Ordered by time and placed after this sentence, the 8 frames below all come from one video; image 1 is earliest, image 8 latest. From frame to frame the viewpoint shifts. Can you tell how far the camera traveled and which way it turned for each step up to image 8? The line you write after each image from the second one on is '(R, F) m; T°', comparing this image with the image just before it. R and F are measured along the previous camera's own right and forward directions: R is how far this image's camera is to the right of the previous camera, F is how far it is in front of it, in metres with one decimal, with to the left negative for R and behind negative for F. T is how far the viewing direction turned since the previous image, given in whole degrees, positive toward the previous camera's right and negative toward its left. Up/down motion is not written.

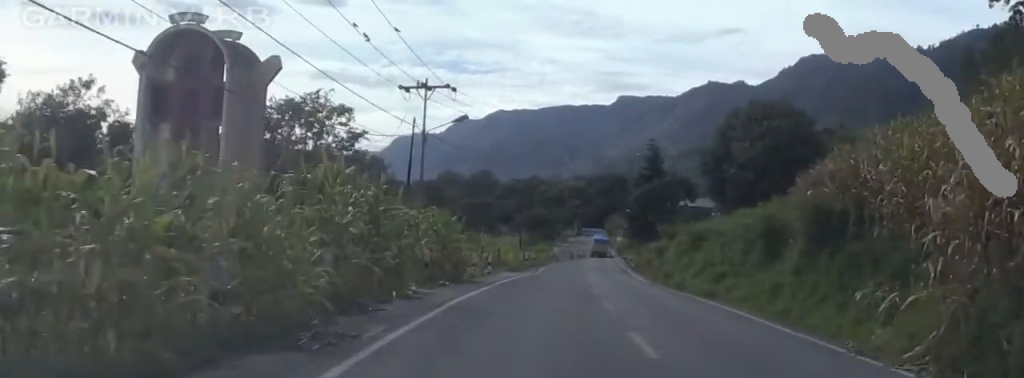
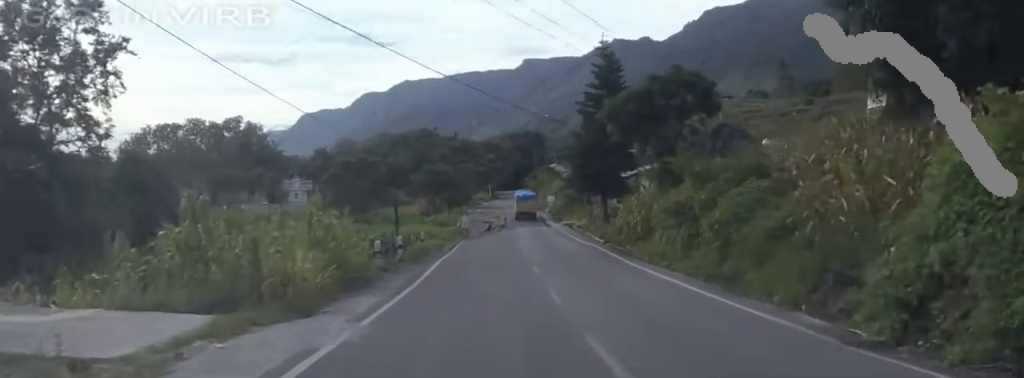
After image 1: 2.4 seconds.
(+1.5, +32.4) m; +9°
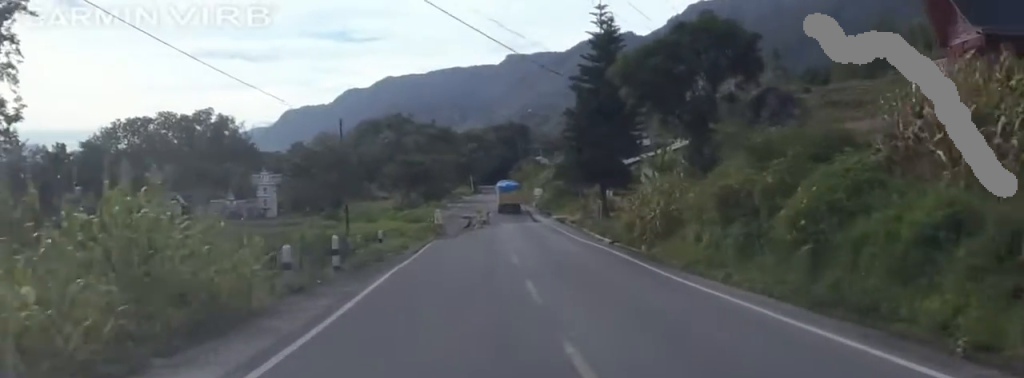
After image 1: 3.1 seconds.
(+0.1, +8.4) m; 0°
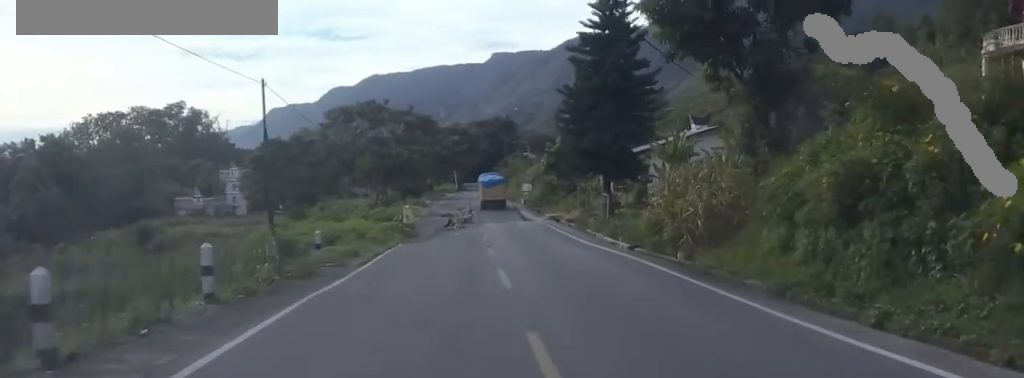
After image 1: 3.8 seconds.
(0.0, +8.1) m; 0°
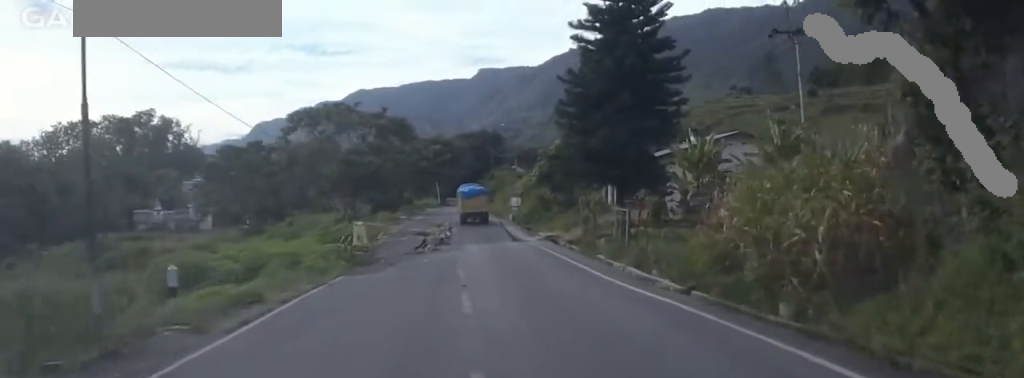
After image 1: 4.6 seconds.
(0.0, +9.0) m; -1°
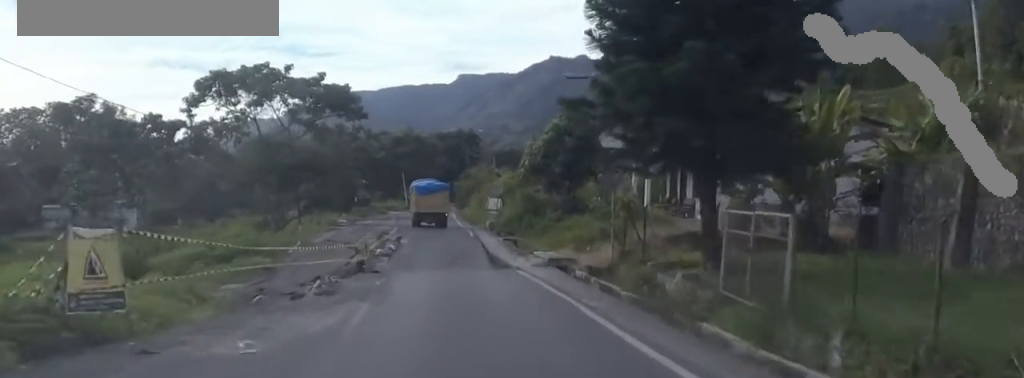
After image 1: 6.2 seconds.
(-0.7, +16.2) m; 0°
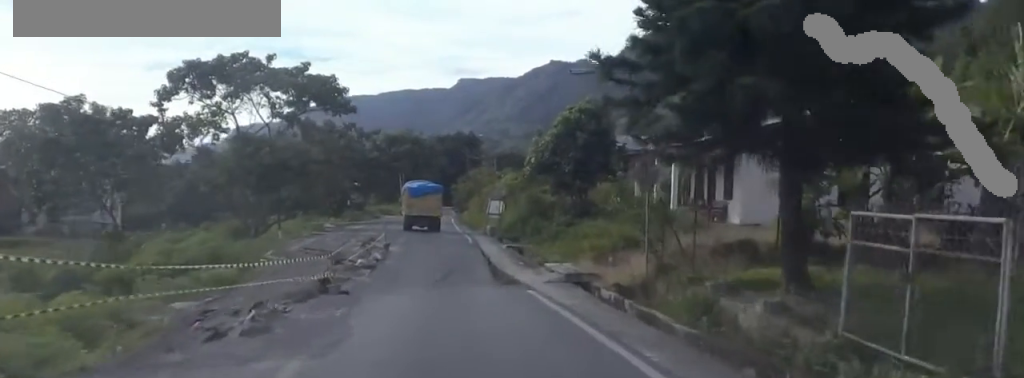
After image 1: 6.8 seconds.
(+0.4, +4.6) m; +2°
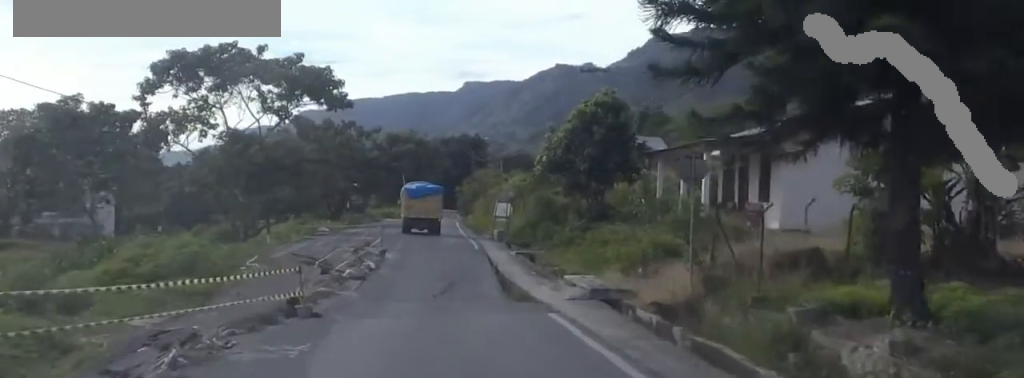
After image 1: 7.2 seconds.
(+0.3, +3.6) m; +1°
